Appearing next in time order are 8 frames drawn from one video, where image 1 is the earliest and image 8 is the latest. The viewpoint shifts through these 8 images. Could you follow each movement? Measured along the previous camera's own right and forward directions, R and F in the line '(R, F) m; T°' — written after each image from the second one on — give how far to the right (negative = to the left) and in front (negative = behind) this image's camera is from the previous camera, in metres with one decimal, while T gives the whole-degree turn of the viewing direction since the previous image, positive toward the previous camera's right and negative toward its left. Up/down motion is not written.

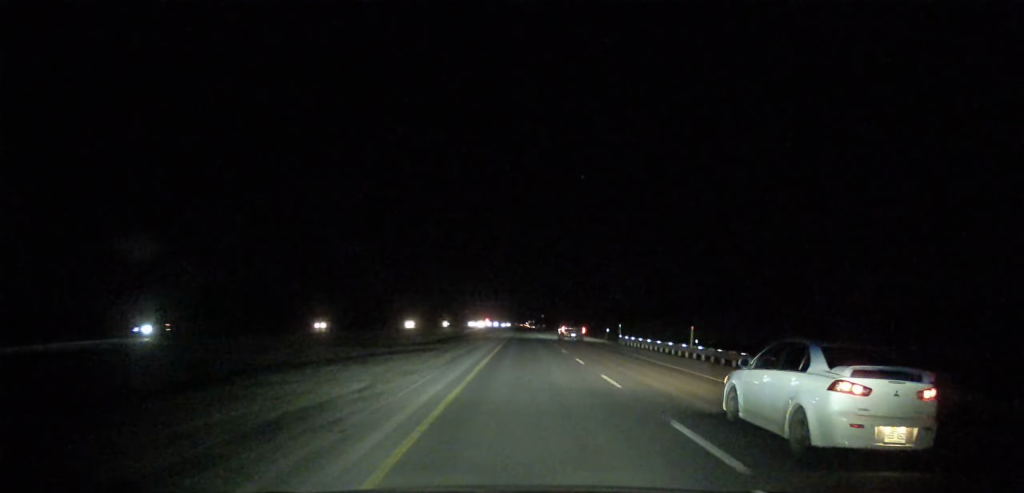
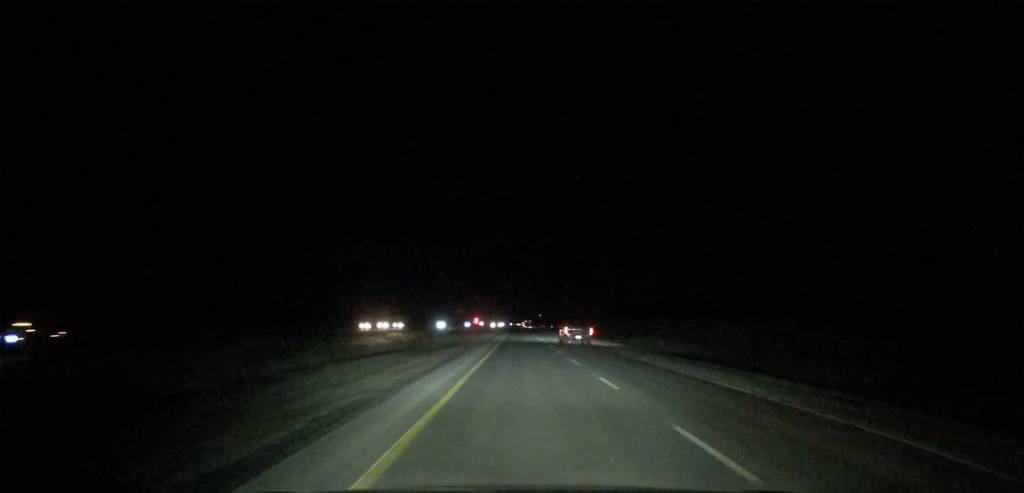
(+0.4, +199.5) m; 0°
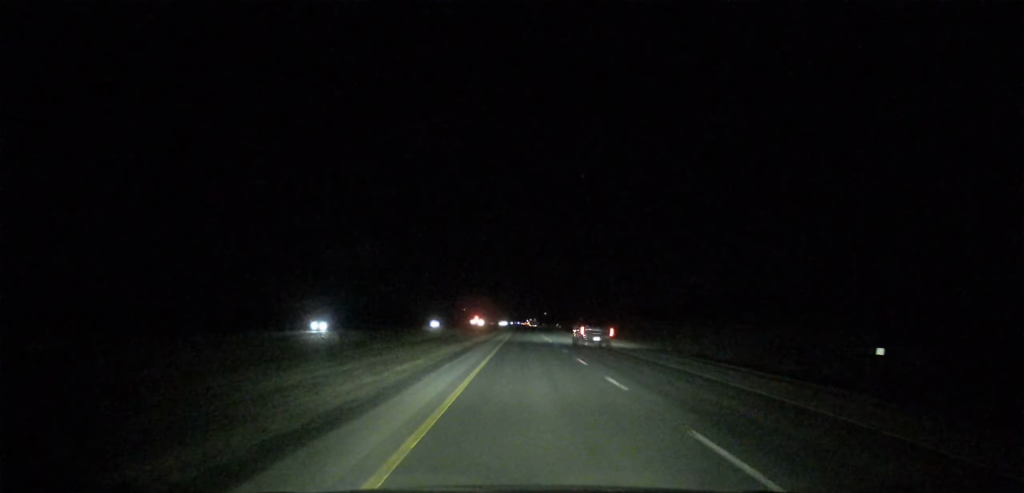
(0.0, +91.1) m; 0°
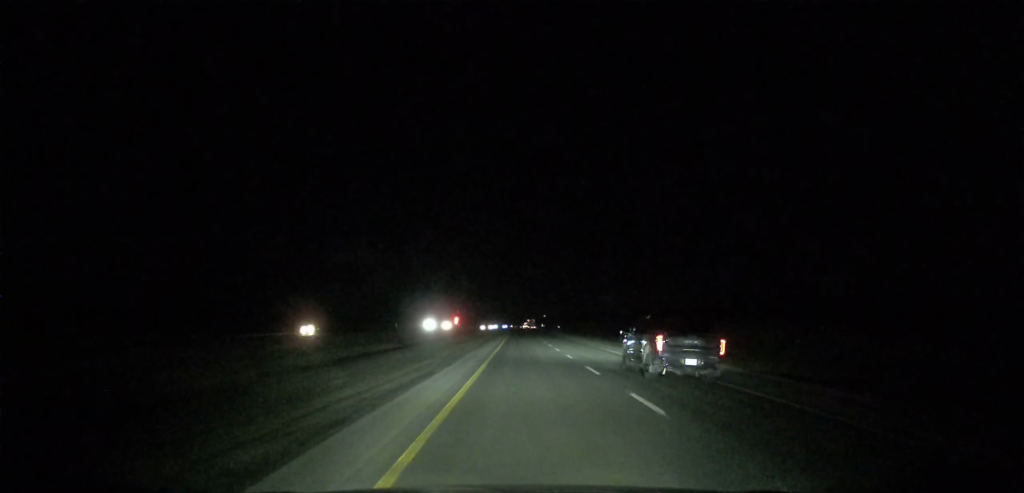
(-0.3, +247.1) m; 0°
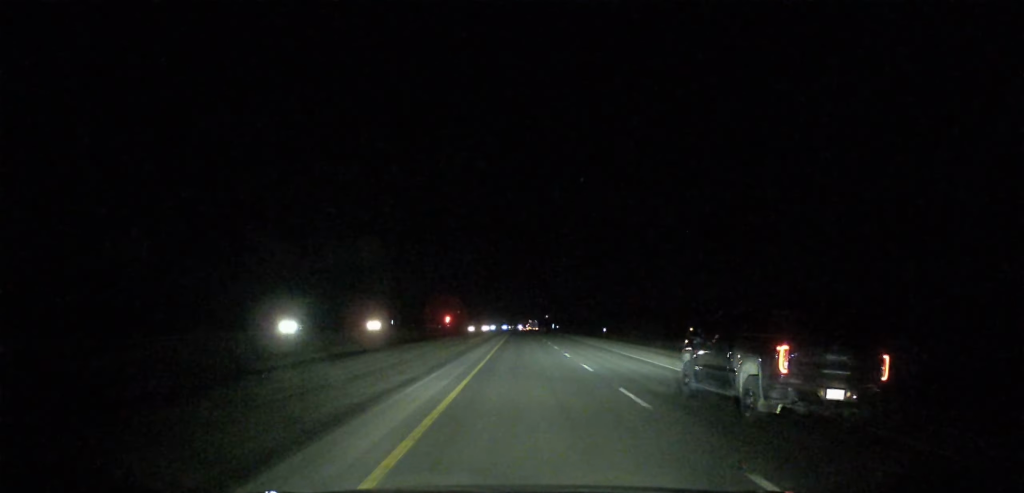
(-0.2, +89.4) m; 0°
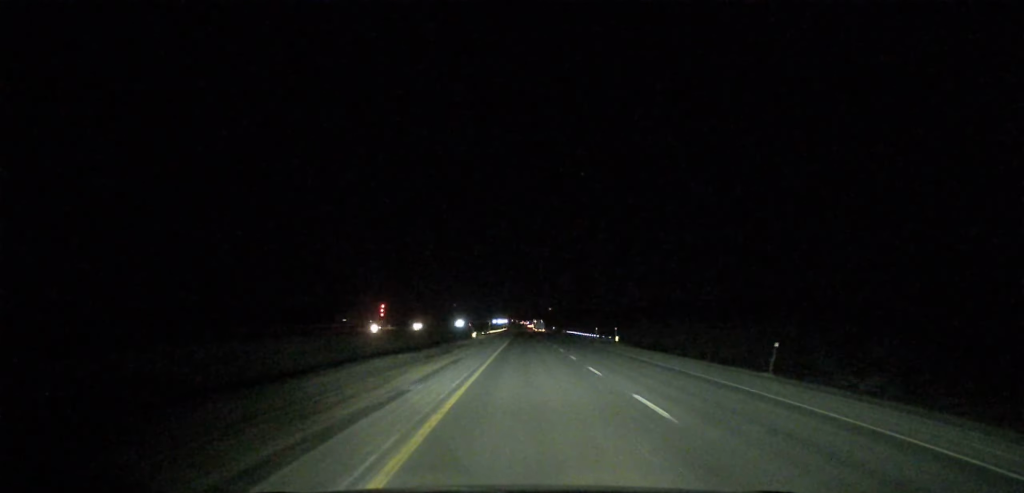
(+0.4, +263.0) m; 0°
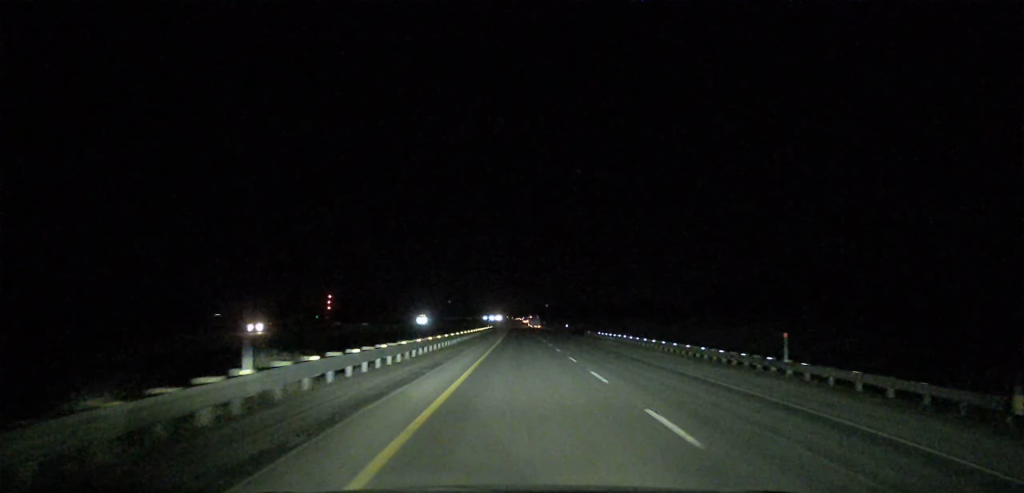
(+0.4, +75.9) m; 0°
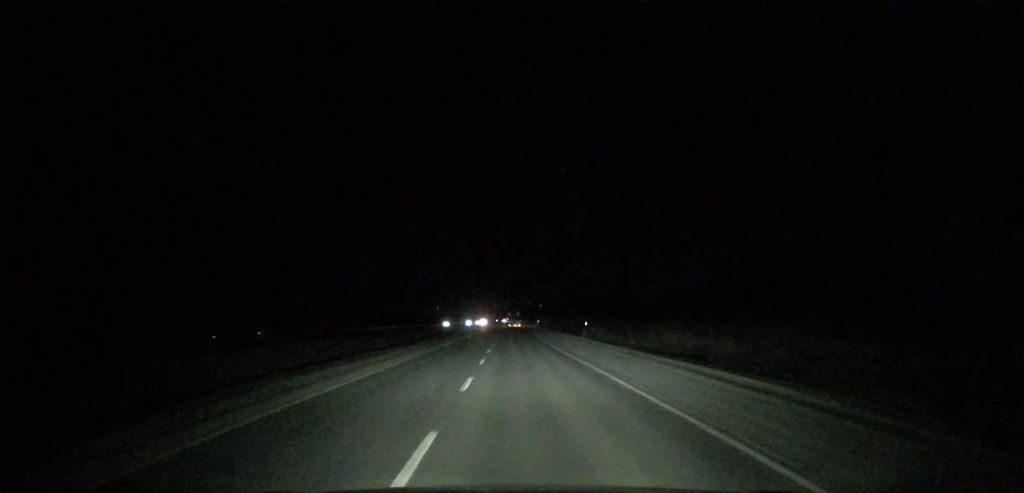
(+0.3, +179.6) m; 0°
